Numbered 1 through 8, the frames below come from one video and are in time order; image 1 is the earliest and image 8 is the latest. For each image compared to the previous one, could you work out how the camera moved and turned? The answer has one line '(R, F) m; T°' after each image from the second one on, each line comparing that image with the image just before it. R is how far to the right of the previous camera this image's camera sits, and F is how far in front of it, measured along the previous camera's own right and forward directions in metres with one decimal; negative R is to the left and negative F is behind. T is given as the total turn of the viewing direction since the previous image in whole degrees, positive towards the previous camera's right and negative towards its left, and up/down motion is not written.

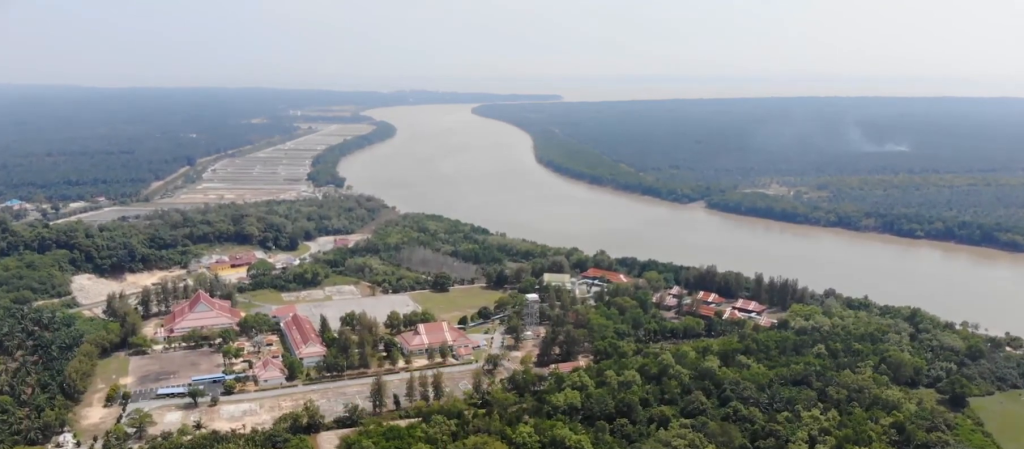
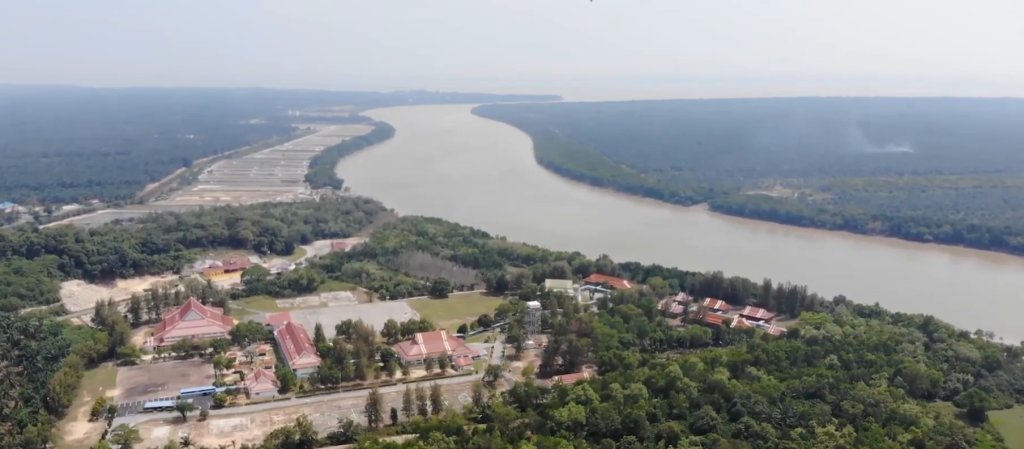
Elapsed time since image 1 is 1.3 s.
(+0.1, +15.8) m; 0°
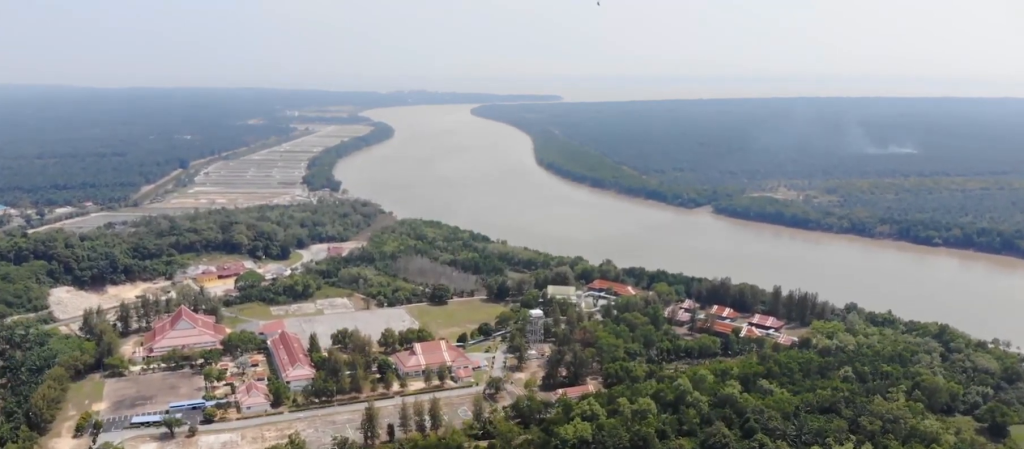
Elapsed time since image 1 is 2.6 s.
(-0.2, +16.8) m; -1°
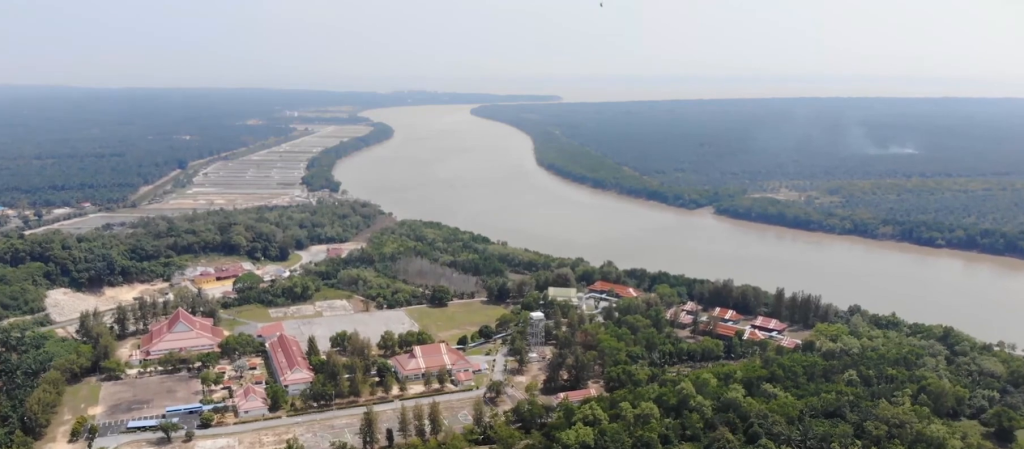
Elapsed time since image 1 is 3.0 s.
(0.0, +4.9) m; 0°
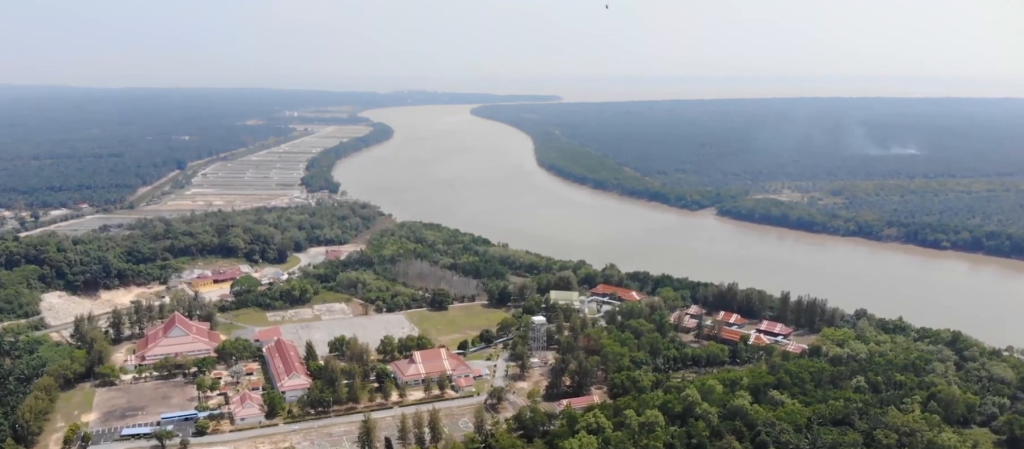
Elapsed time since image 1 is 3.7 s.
(0.0, +8.1) m; 0°
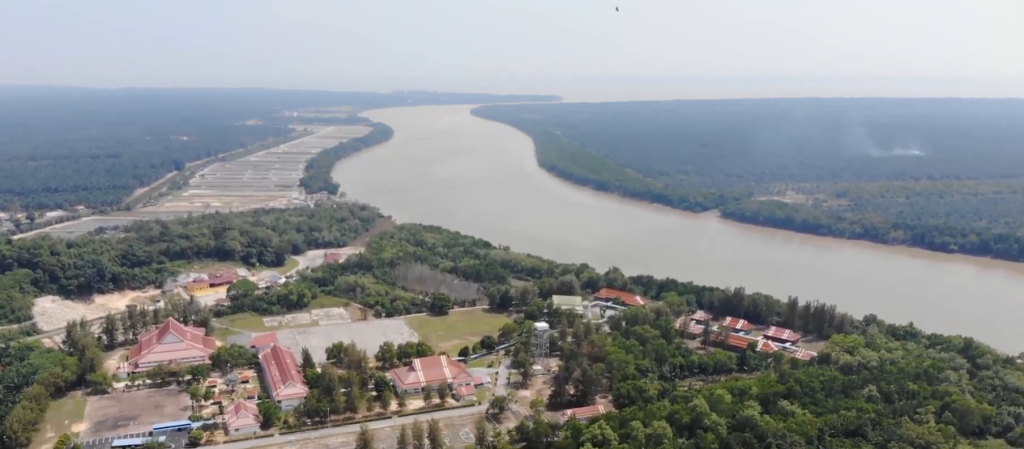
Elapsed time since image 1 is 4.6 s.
(0.0, +11.5) m; 0°
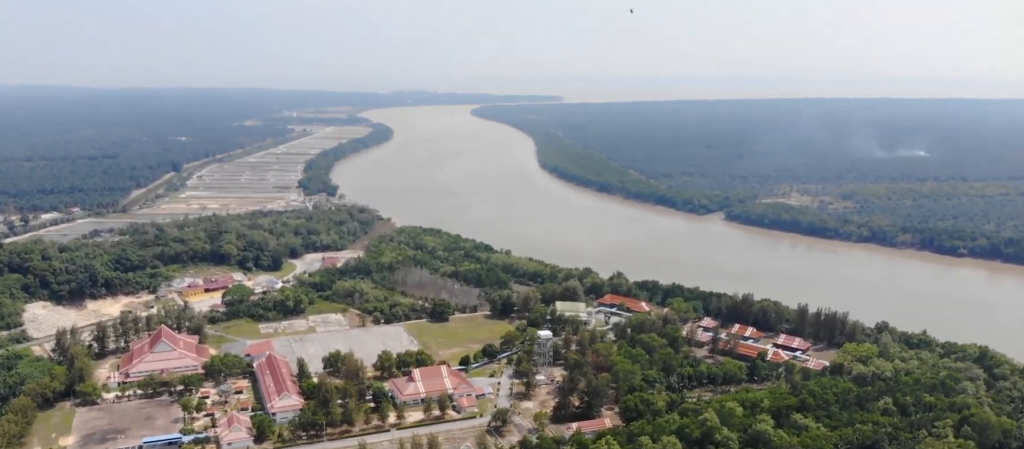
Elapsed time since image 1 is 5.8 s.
(+0.1, +14.2) m; 0°
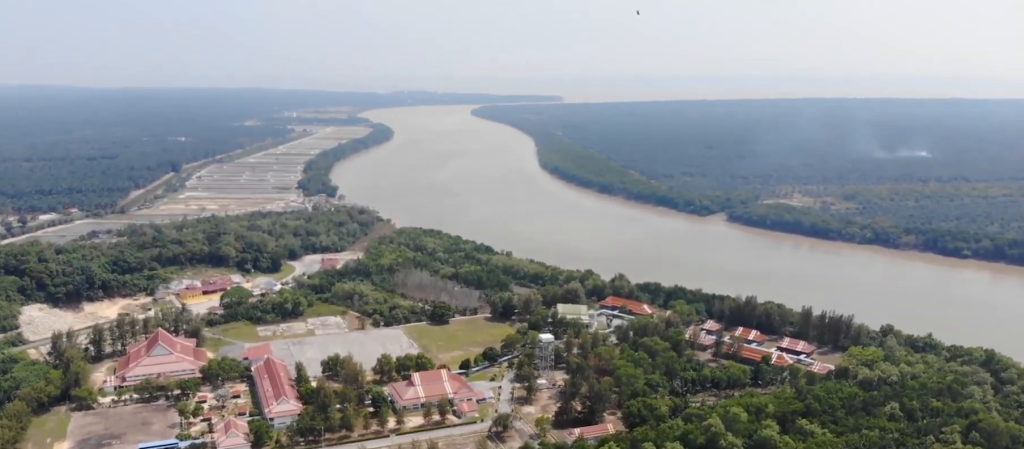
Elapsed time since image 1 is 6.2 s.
(0.0, +5.5) m; 0°
